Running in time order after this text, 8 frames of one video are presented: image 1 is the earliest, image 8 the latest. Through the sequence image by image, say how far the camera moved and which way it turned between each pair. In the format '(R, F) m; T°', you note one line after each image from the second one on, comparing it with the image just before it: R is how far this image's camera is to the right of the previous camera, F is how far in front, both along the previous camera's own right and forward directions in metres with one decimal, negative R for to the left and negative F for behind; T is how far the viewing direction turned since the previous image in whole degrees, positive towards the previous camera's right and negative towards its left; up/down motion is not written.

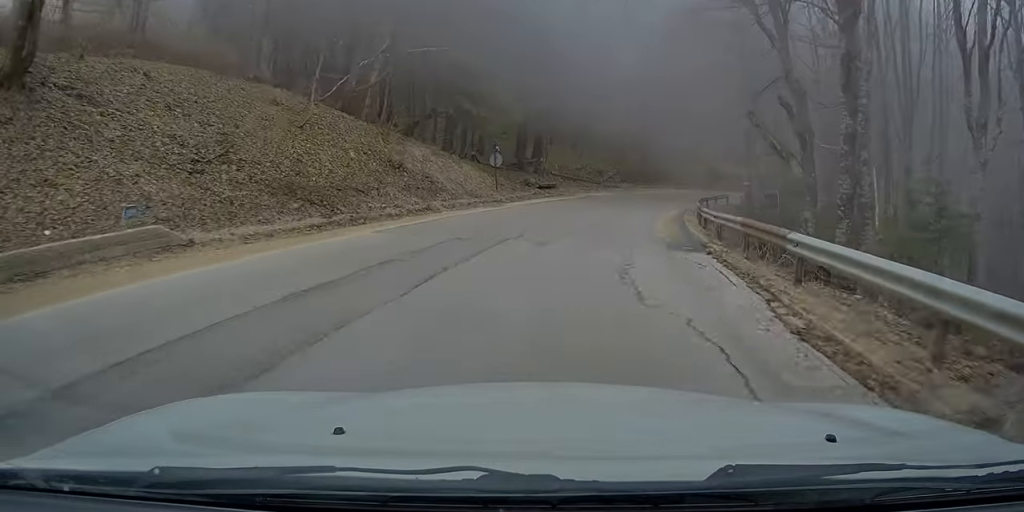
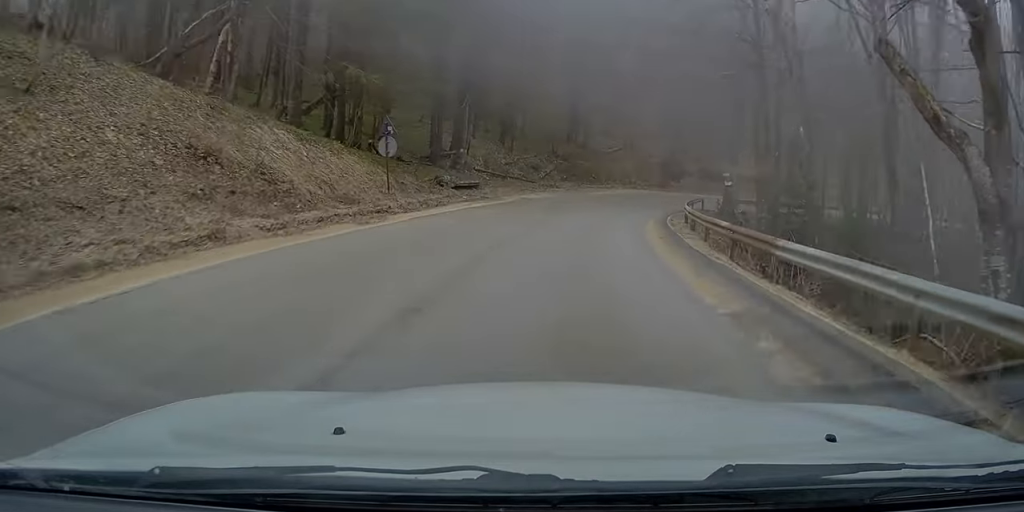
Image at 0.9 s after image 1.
(+0.3, +10.5) m; +4°
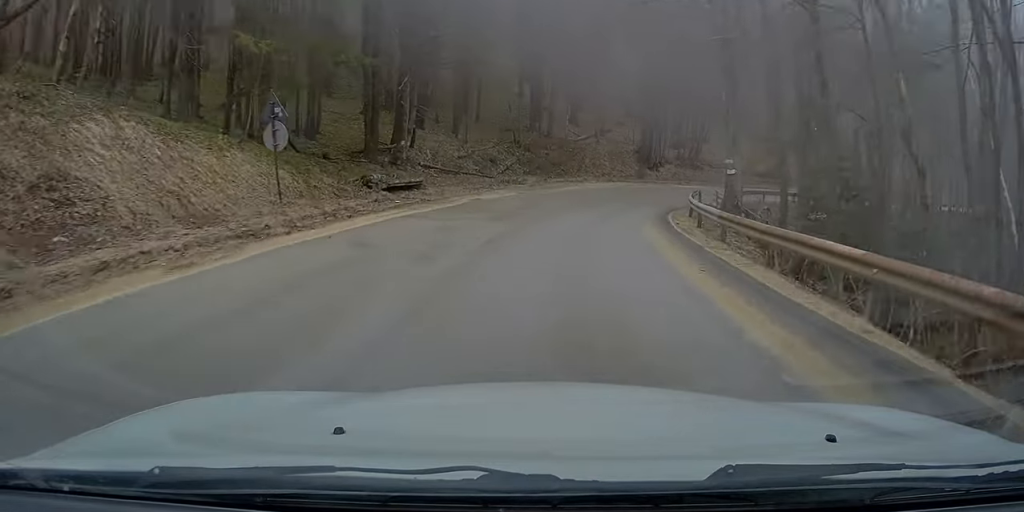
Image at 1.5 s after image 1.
(-0.2, +6.5) m; +3°
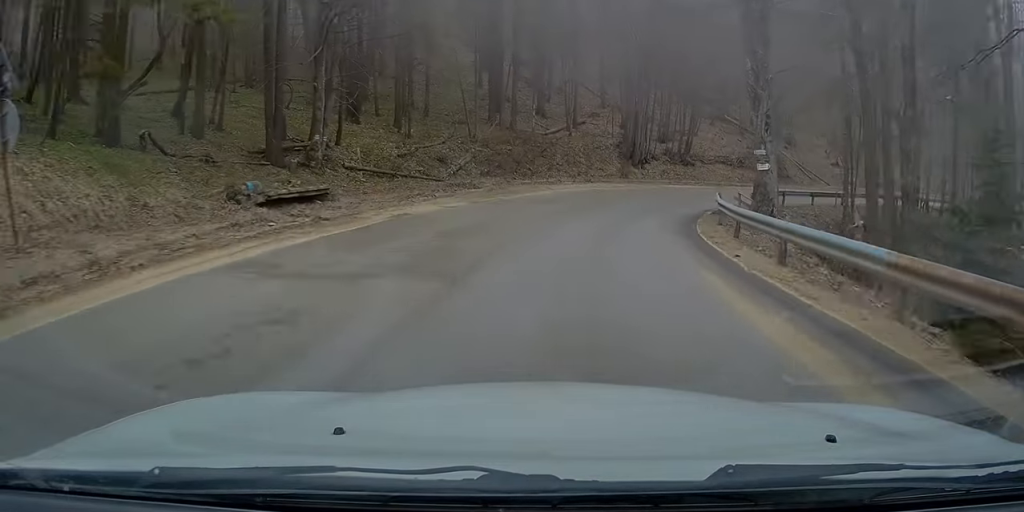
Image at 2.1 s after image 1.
(+0.5, +7.6) m; +11°
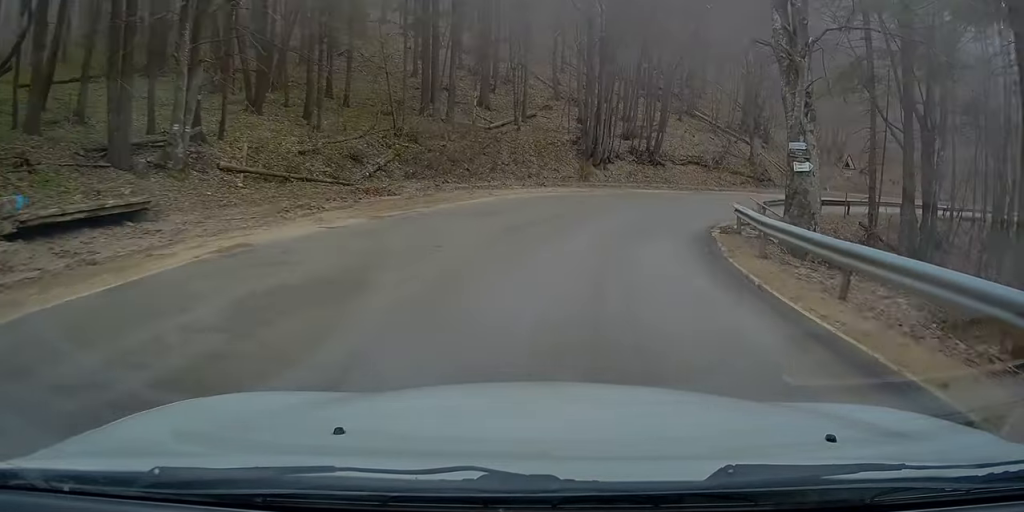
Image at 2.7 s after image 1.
(0.0, +6.4) m; +11°
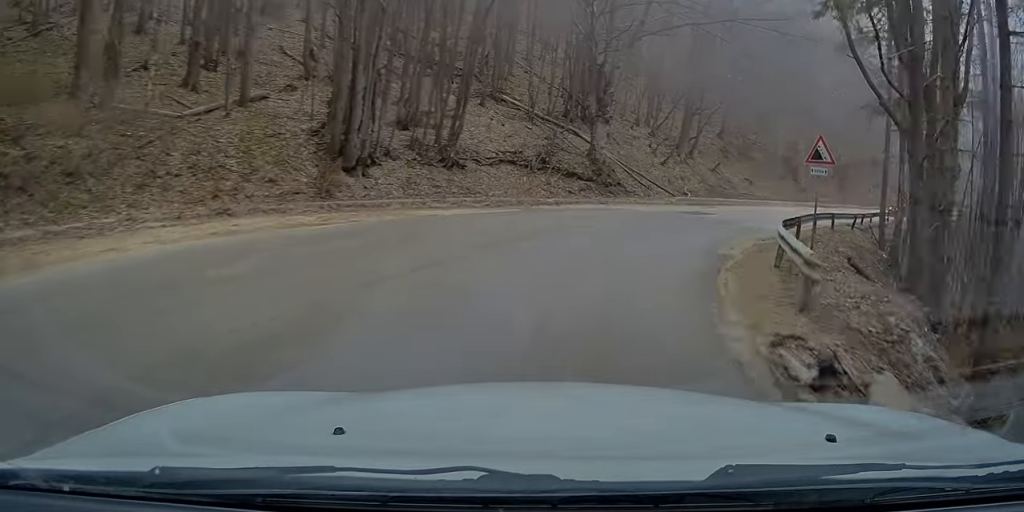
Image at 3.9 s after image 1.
(+3.5, +13.1) m; +22°
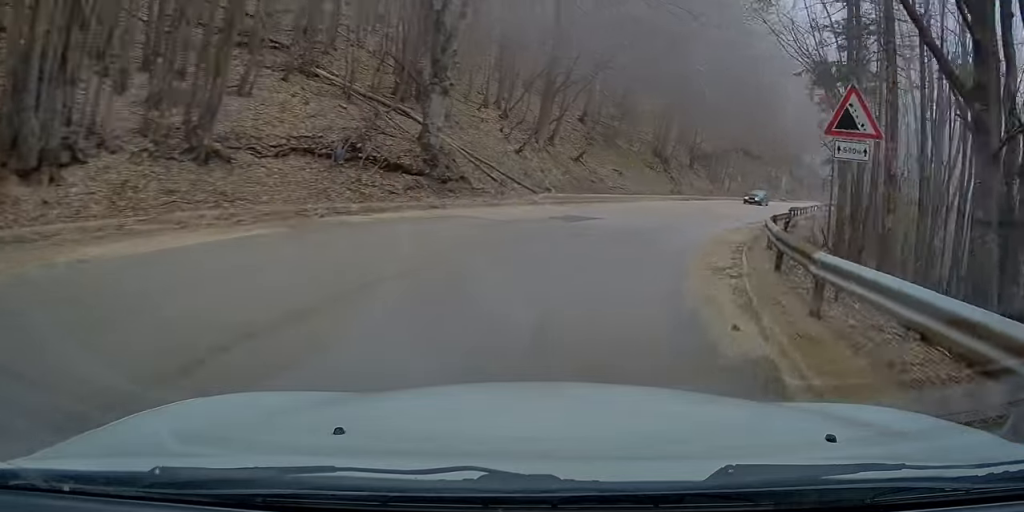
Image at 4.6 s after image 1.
(+0.6, +7.9) m; +8°
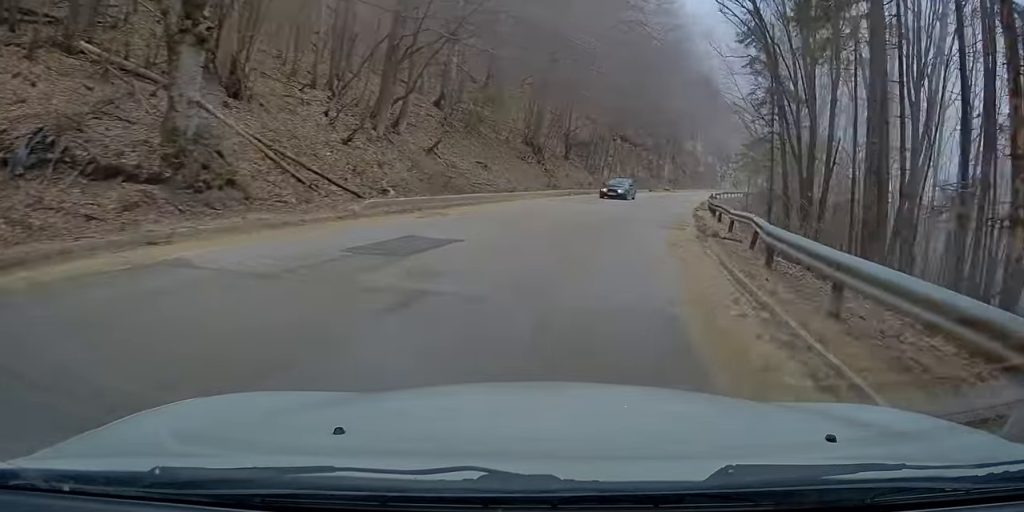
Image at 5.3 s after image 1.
(+0.6, +8.3) m; +7°
